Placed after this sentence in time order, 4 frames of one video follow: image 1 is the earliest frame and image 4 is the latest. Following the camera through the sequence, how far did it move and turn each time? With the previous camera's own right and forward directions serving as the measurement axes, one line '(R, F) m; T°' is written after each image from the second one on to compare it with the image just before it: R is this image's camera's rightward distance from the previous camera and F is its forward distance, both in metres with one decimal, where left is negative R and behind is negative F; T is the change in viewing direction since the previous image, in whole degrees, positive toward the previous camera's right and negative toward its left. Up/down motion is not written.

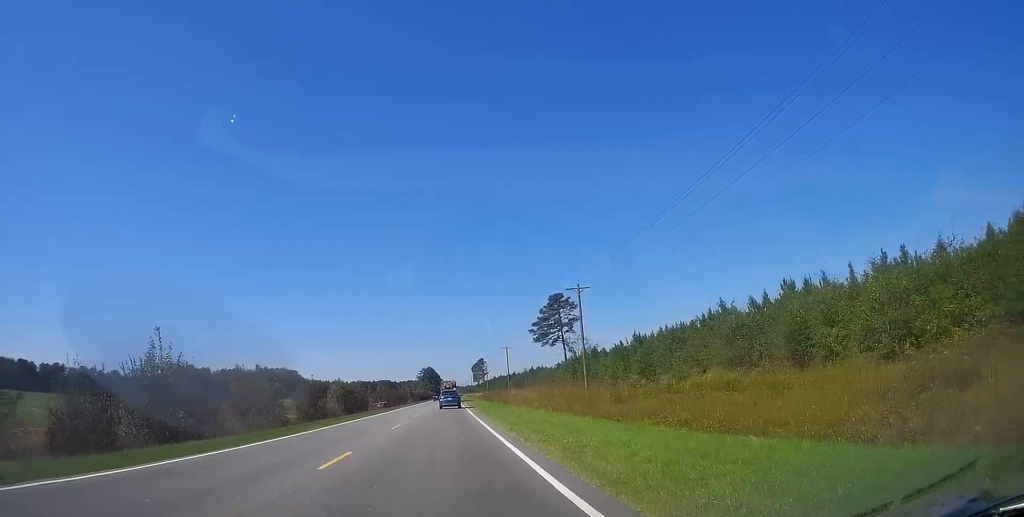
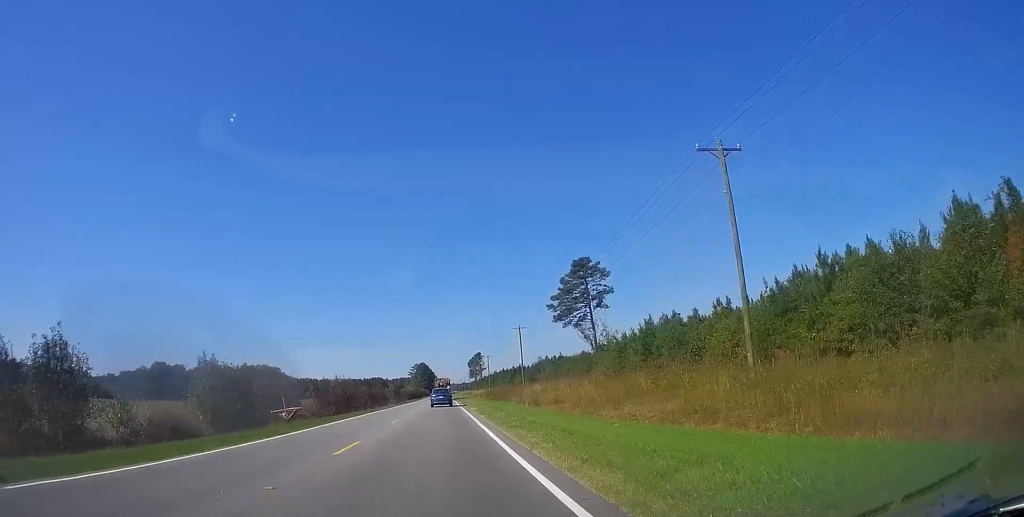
(-0.4, +33.8) m; 0°
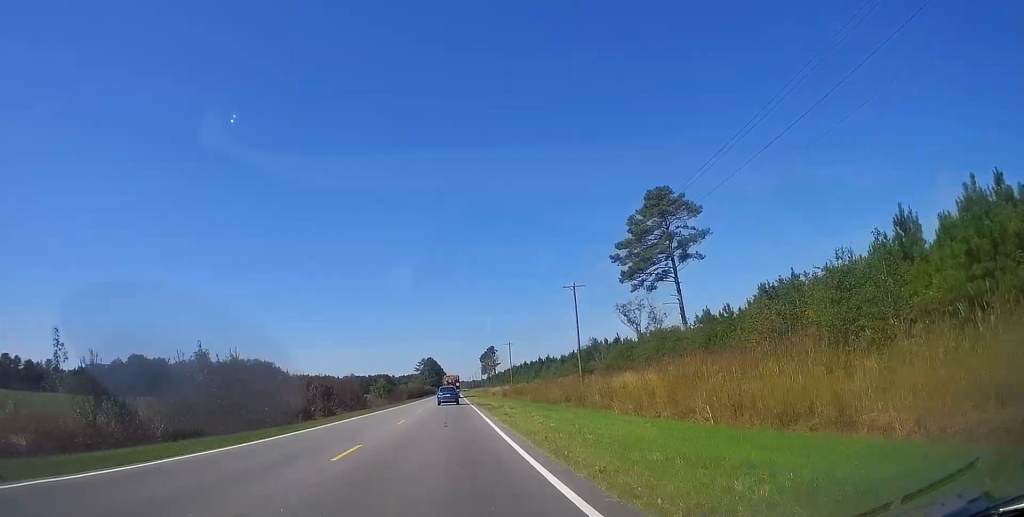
(+0.5, +37.5) m; +1°
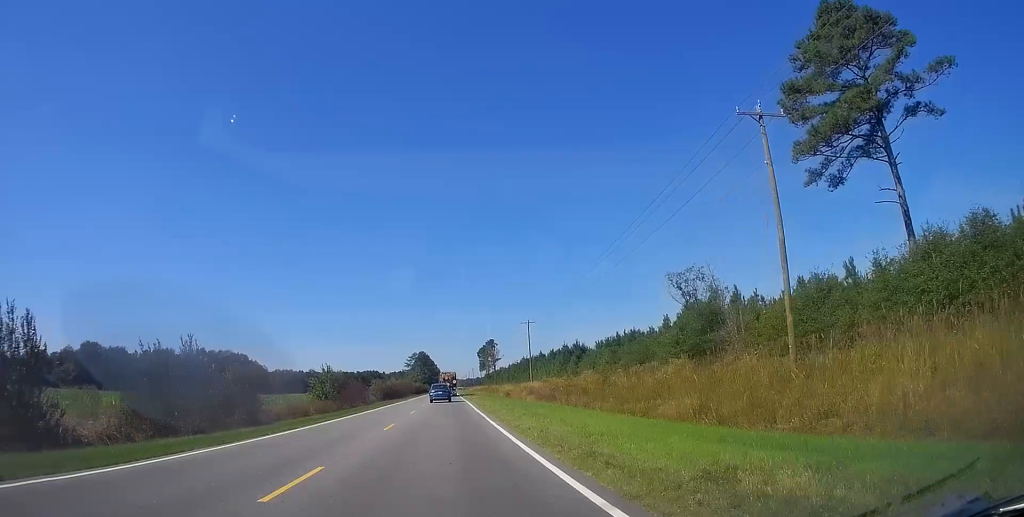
(-0.7, +40.6) m; -2°
